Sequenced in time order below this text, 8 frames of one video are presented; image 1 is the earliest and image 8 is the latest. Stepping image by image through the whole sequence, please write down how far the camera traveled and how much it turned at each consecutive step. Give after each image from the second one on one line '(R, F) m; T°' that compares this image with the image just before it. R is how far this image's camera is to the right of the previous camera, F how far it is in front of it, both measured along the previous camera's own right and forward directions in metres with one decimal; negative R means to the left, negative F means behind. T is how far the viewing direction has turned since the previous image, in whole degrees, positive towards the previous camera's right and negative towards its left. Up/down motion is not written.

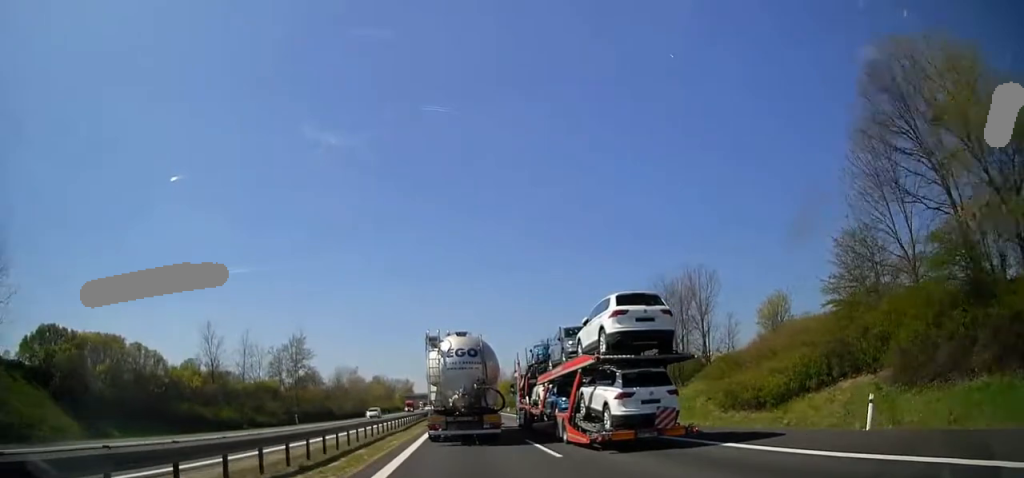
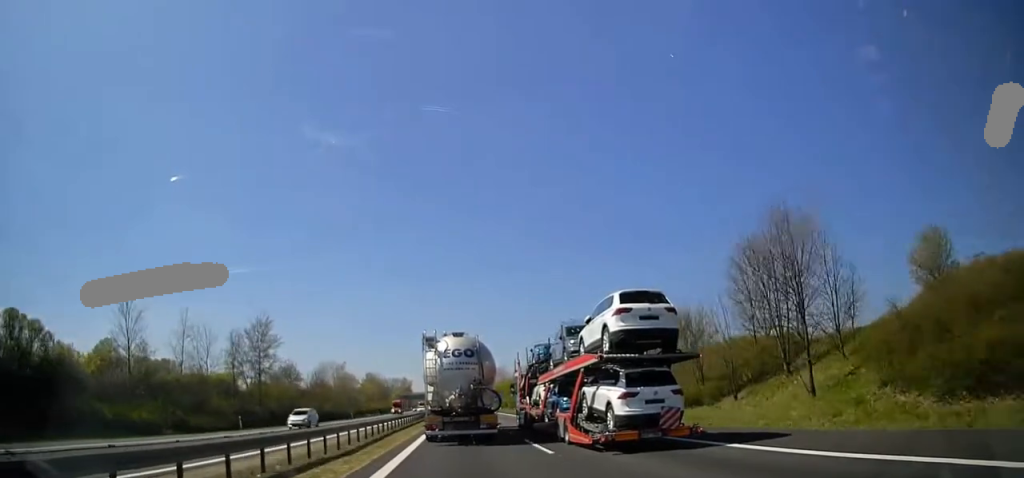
(0.0, +16.8) m; 0°
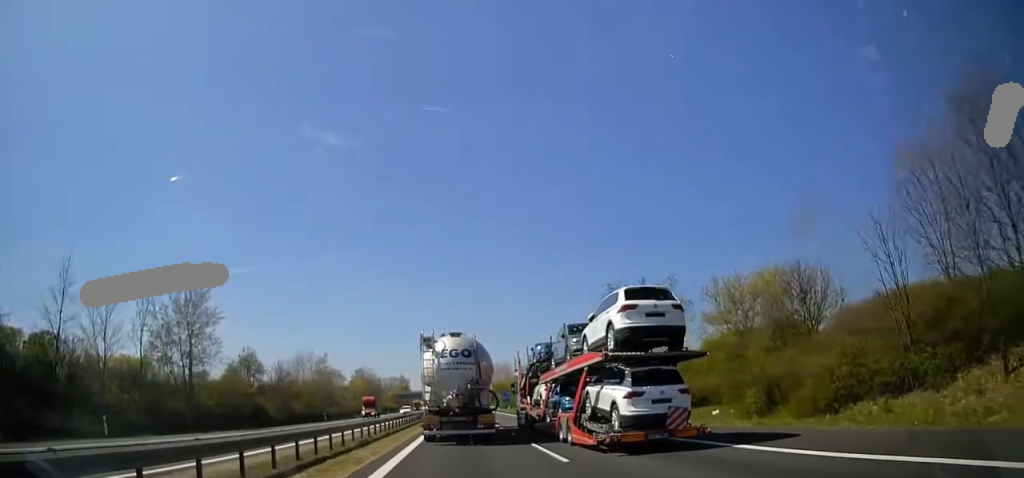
(0.0, +20.0) m; 0°
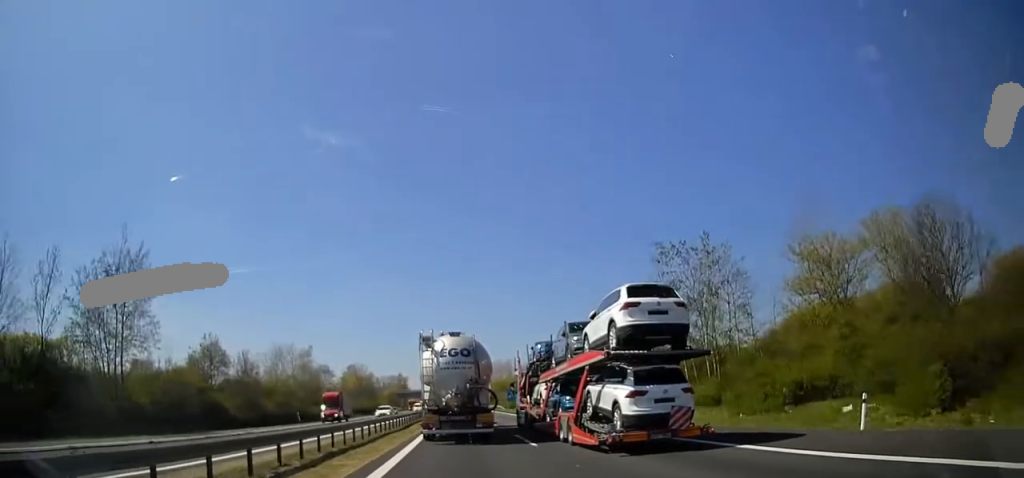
(0.0, +12.8) m; 0°
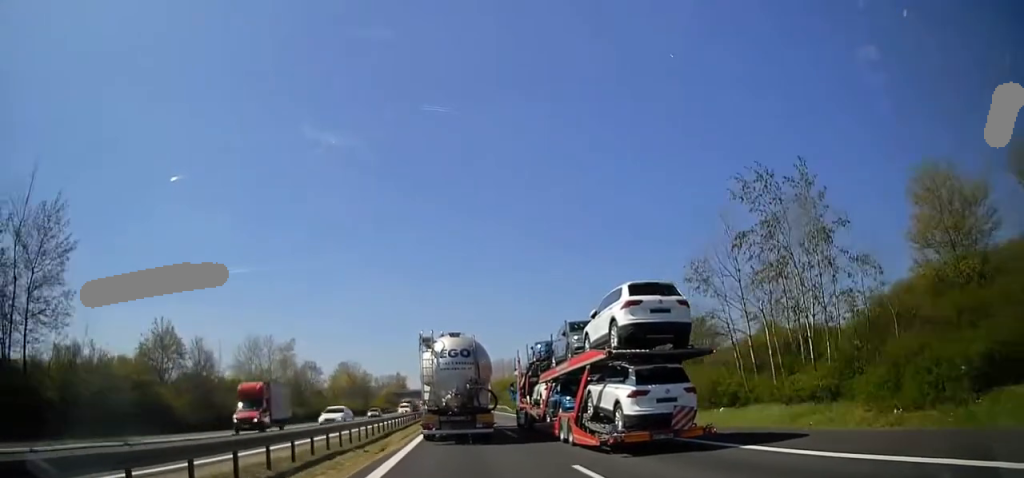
(0.0, +12.0) m; 0°
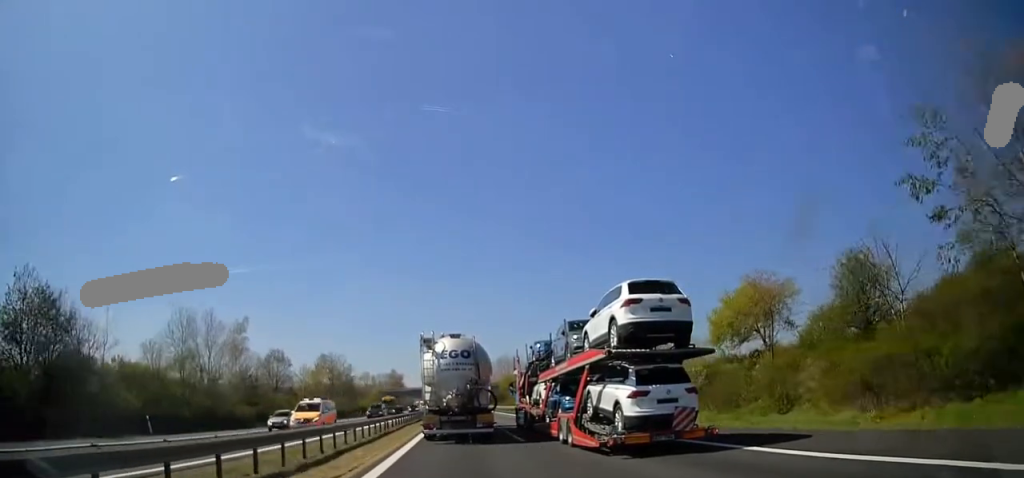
(0.0, +21.5) m; 0°
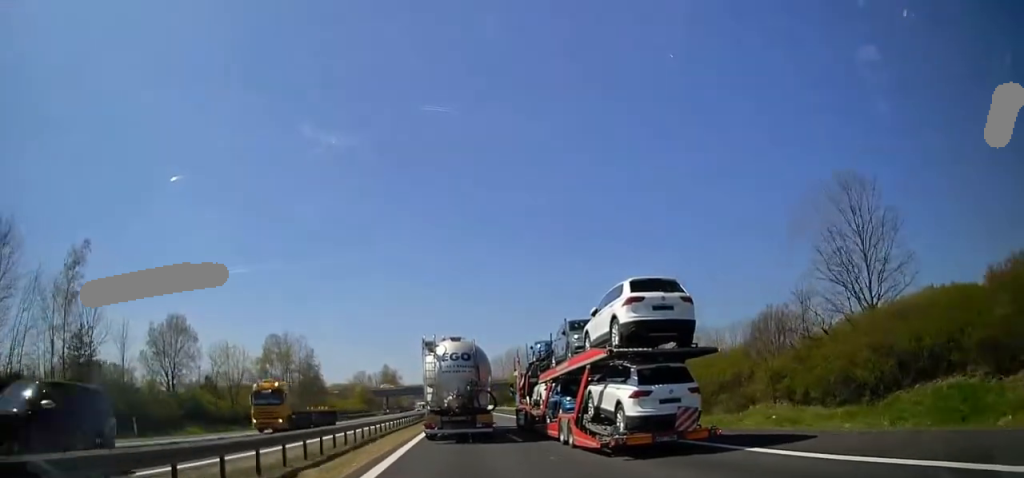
(-0.1, +35.7) m; 0°
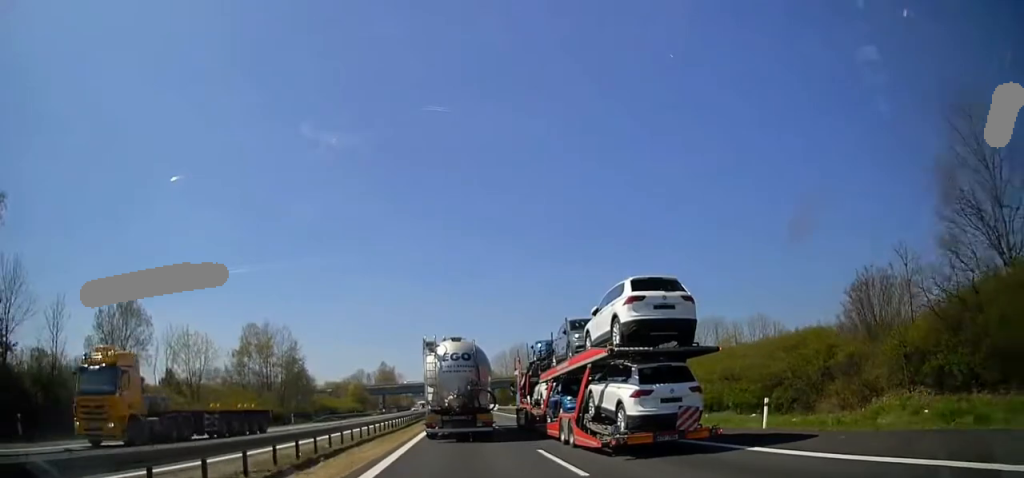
(0.0, +10.3) m; 0°
